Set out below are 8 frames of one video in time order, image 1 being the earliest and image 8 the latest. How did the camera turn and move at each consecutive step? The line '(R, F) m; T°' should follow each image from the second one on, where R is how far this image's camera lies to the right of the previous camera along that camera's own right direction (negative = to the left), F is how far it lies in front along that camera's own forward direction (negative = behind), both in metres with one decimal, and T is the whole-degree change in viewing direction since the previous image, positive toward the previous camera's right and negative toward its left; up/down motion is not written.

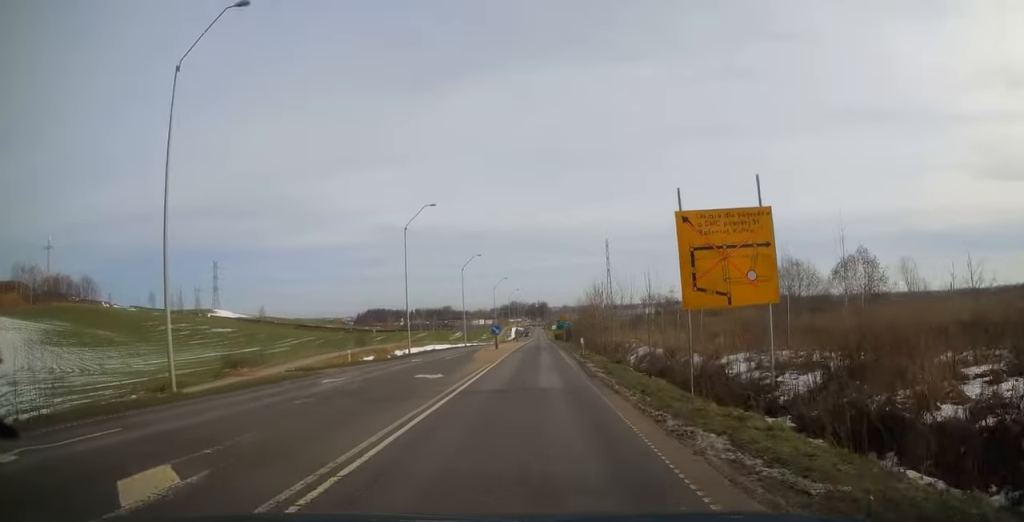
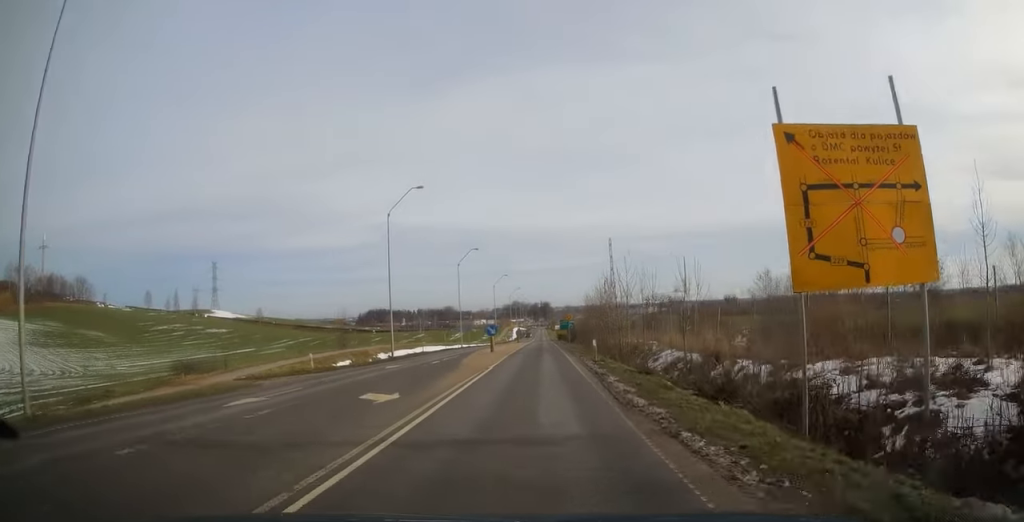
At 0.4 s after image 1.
(0.0, +6.2) m; 0°
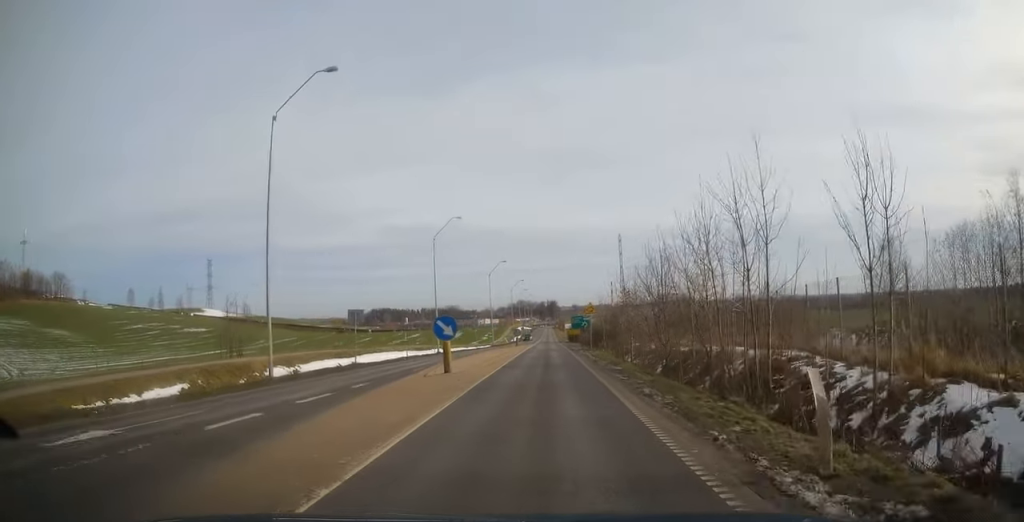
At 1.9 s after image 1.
(0.0, +20.5) m; 0°
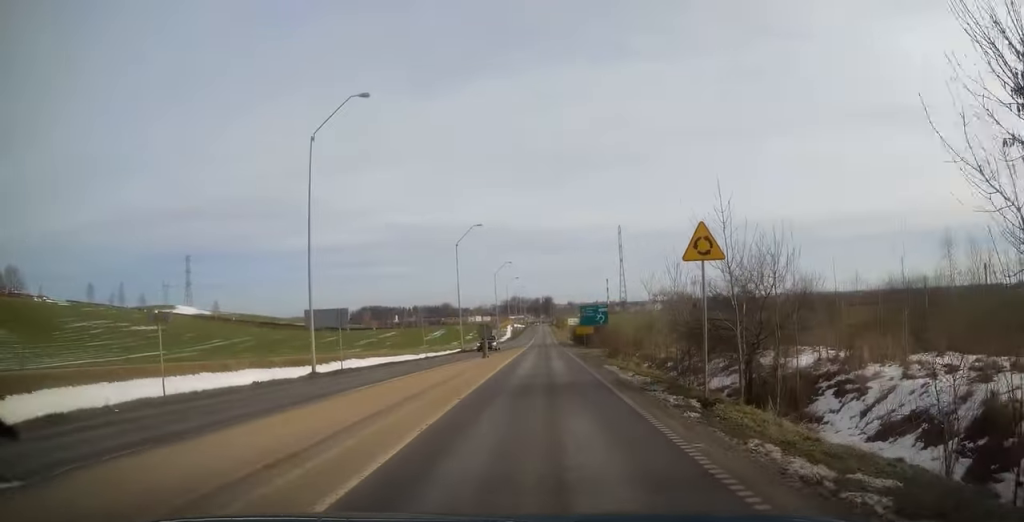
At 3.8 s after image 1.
(0.0, +28.9) m; 0°
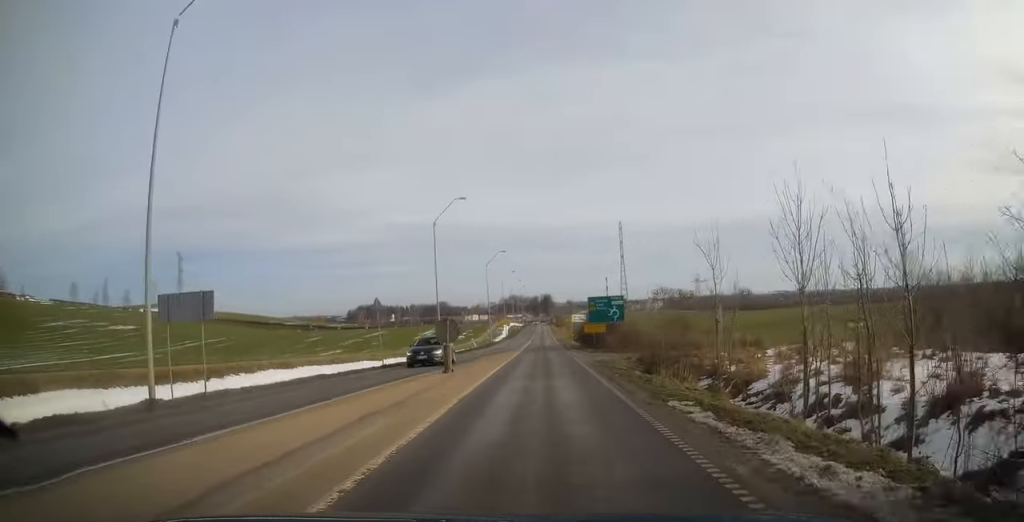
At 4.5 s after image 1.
(0.0, +11.5) m; 0°
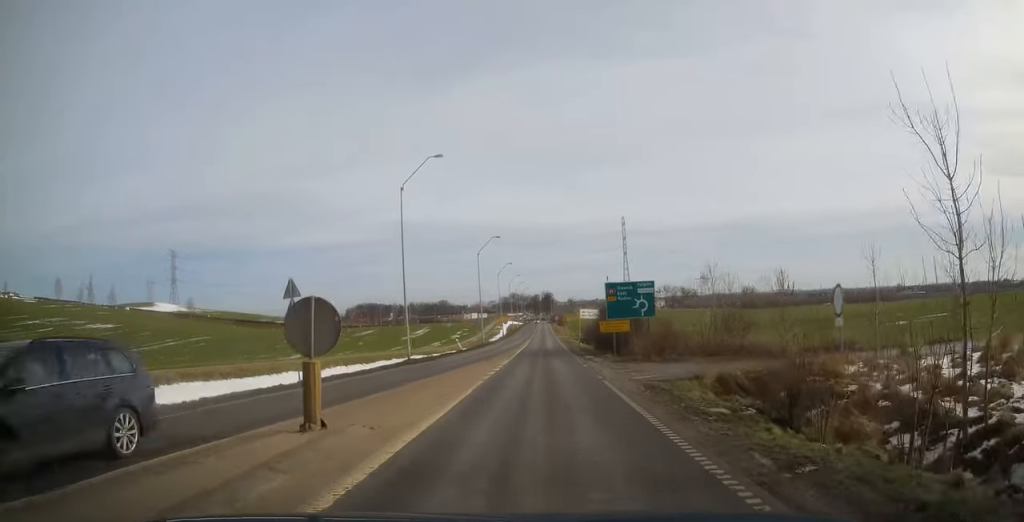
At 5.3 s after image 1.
(0.0, +11.5) m; 0°
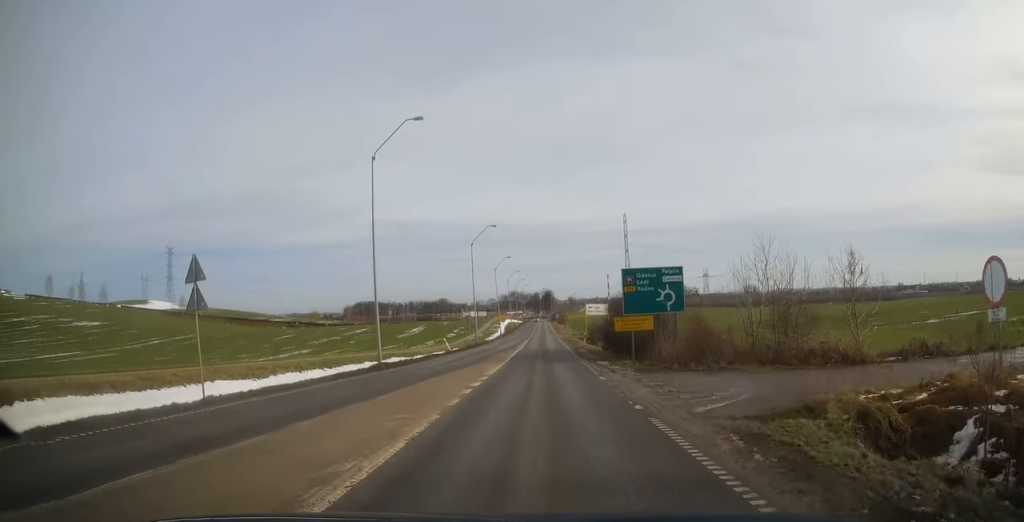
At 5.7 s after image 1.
(0.0, +6.4) m; 0°
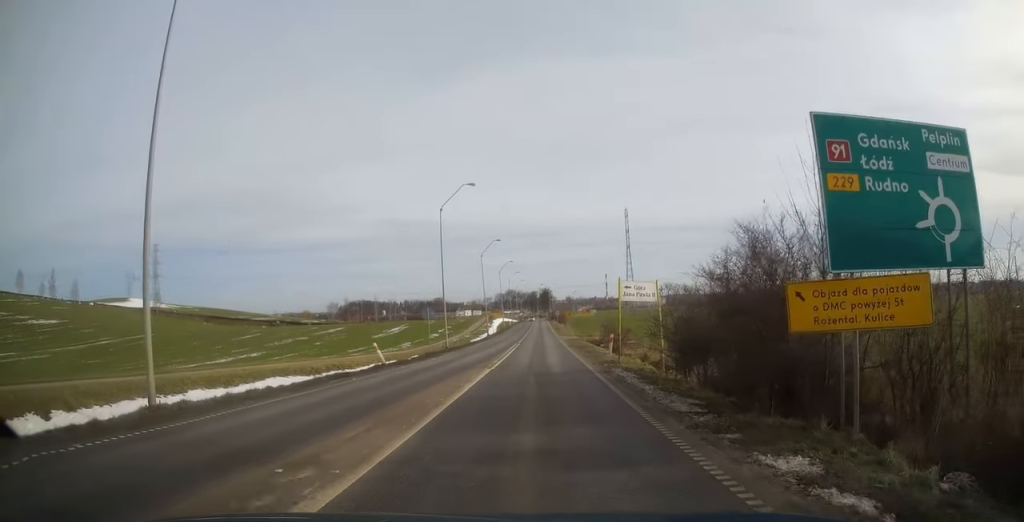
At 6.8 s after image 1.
(0.0, +18.3) m; 0°
